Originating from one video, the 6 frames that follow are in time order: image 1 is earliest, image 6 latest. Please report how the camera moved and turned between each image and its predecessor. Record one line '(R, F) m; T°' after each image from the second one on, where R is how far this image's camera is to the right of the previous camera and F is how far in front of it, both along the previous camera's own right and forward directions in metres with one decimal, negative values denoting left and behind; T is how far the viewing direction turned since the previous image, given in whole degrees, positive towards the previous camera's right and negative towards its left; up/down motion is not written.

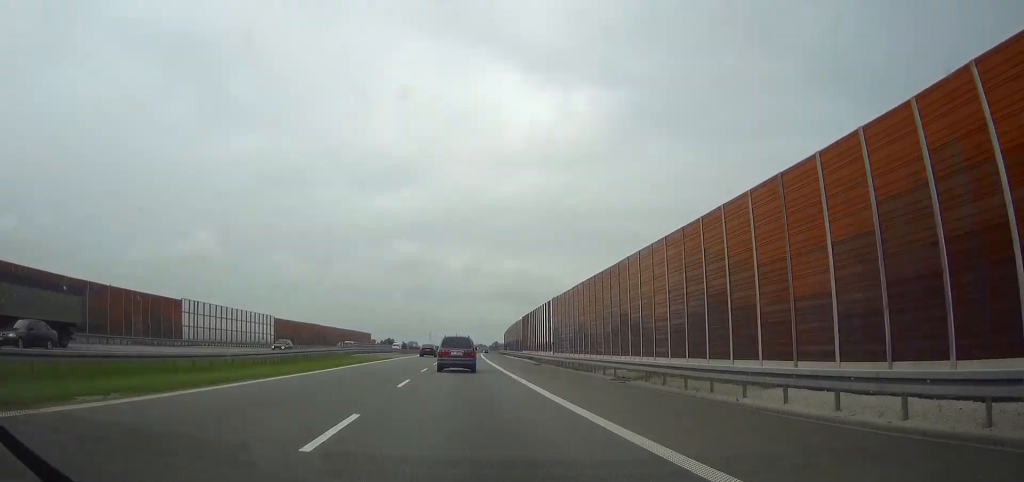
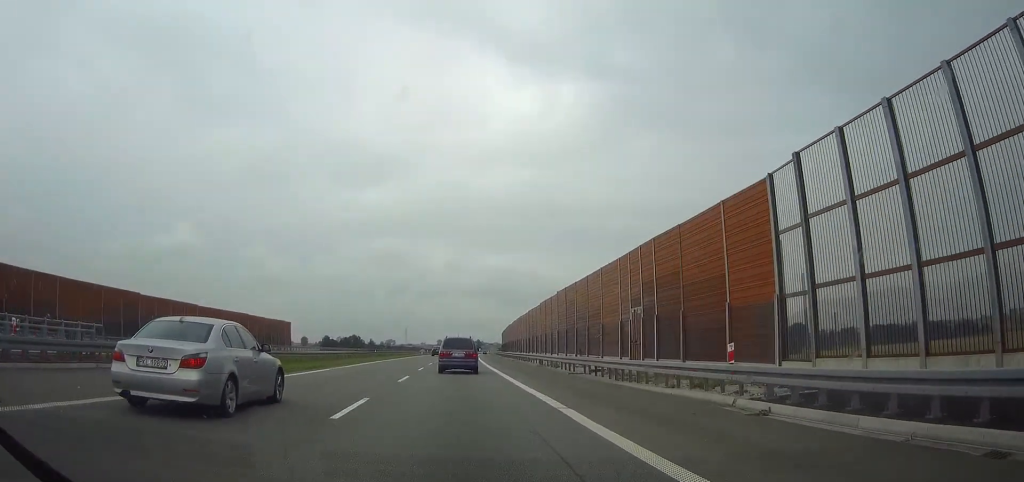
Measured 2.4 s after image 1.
(+1.3, +78.3) m; +2°
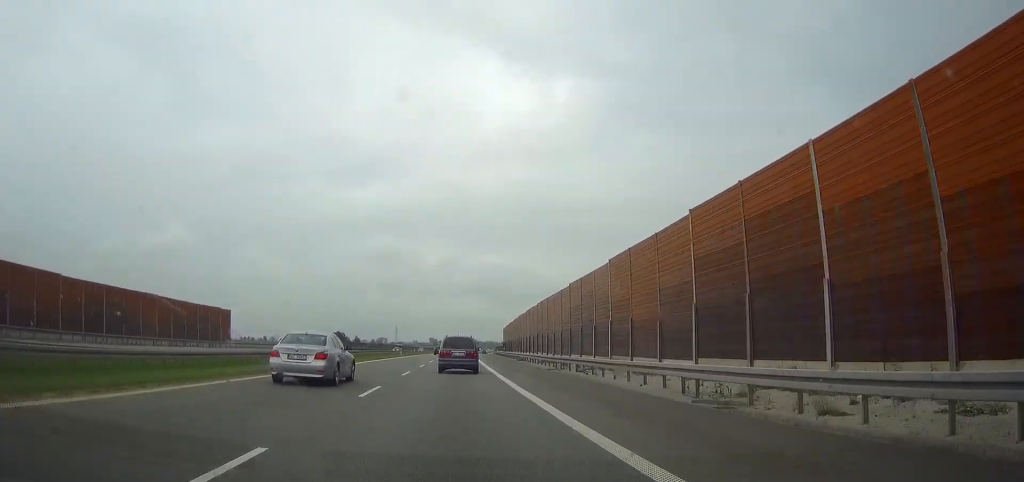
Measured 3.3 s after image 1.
(+0.1, +30.2) m; 0°
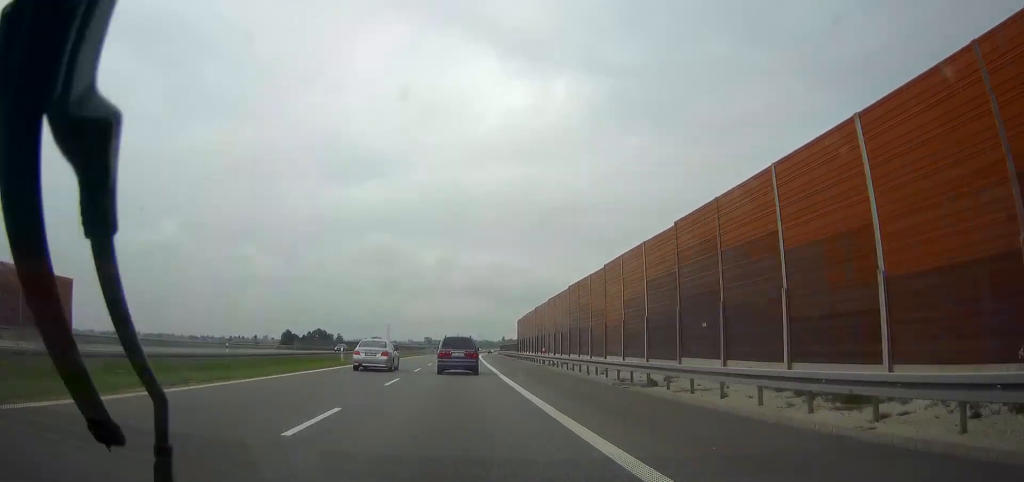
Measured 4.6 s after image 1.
(+0.3, +40.3) m; +1°
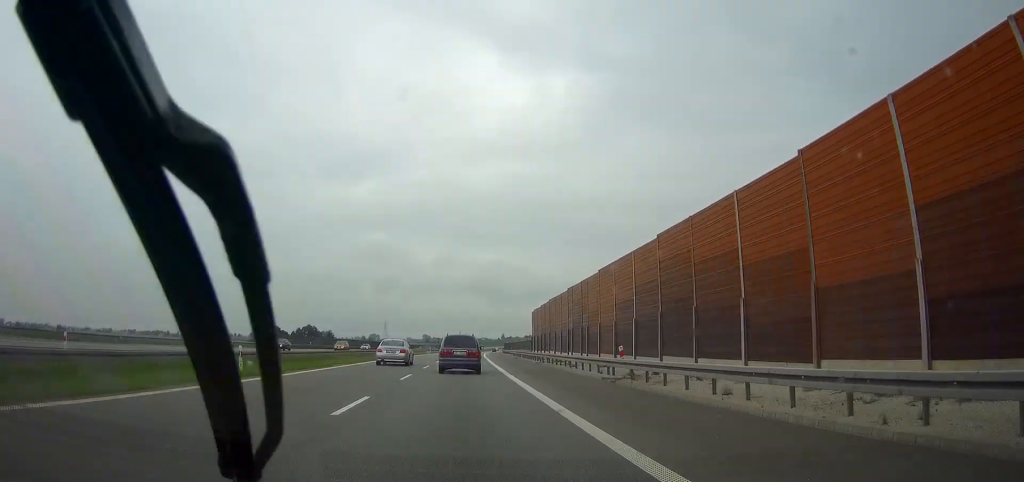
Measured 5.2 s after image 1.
(+0.1, +20.3) m; 0°
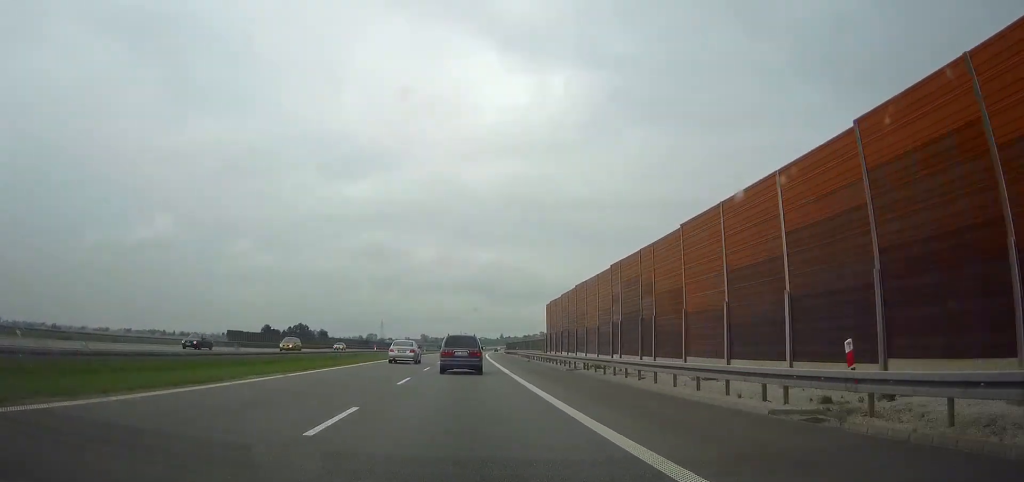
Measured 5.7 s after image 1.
(0.0, +14.1) m; +1°
